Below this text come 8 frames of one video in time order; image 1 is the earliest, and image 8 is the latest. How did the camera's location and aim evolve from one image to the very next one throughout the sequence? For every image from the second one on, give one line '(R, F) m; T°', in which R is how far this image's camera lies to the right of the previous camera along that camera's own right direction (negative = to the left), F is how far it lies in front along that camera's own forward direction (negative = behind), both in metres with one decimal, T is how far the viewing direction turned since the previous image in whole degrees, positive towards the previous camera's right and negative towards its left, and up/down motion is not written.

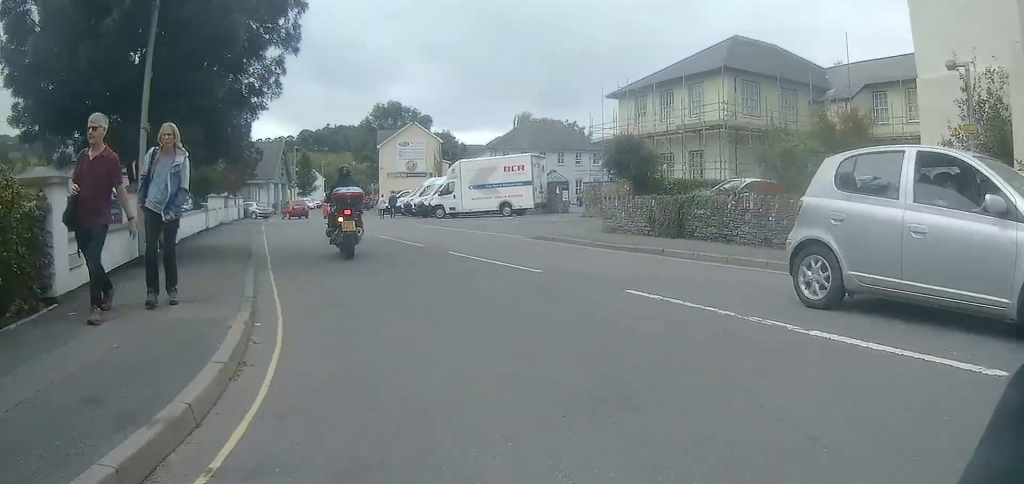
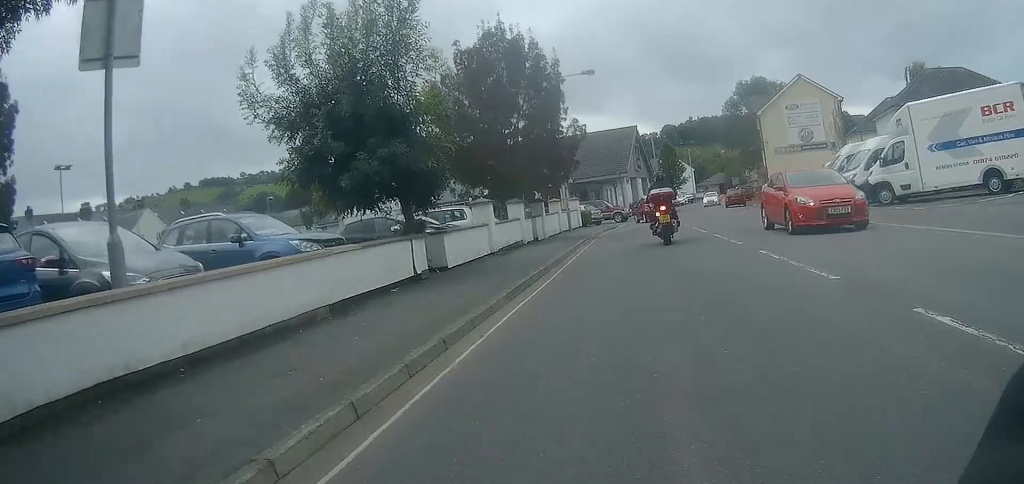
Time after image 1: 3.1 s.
(-4.4, +11.6) m; -38°
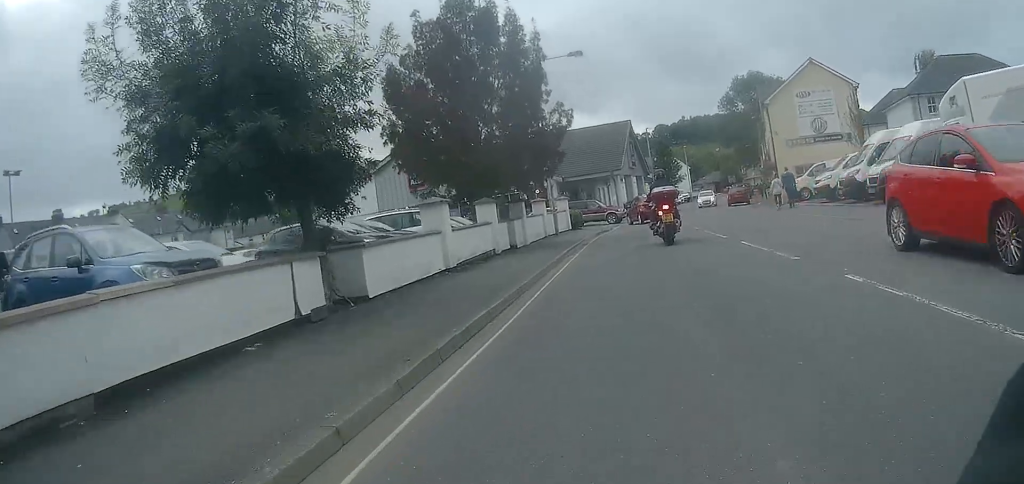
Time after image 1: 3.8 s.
(-0.3, +3.5) m; -6°
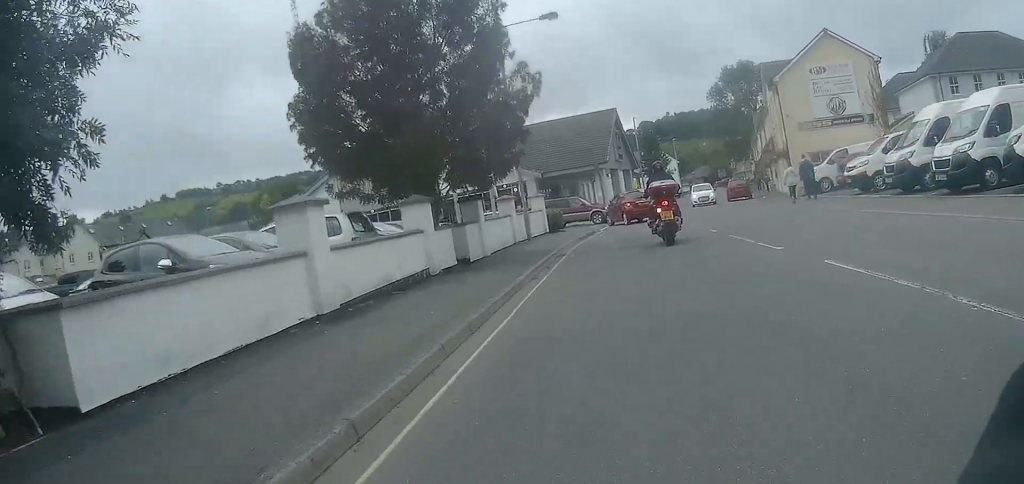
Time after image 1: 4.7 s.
(-0.2, +4.9) m; 0°
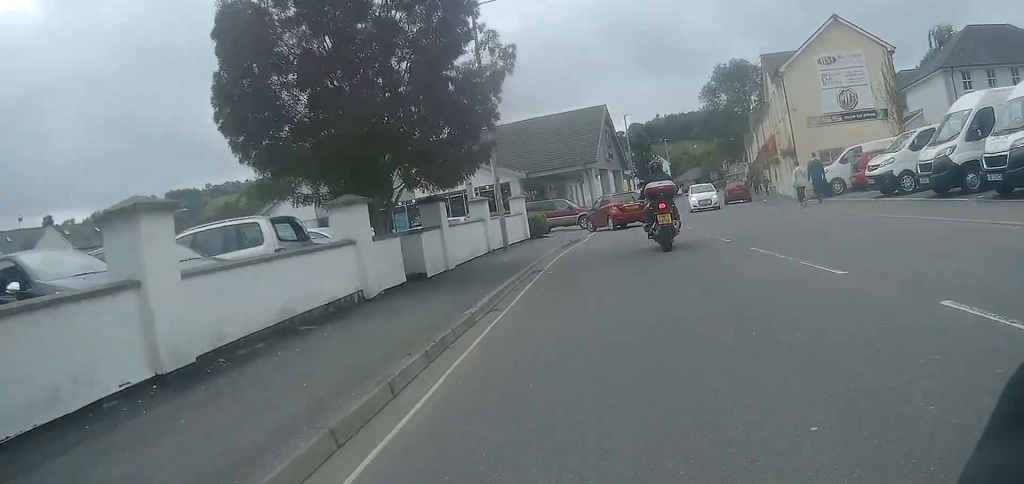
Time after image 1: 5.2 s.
(+0.1, +2.7) m; +3°
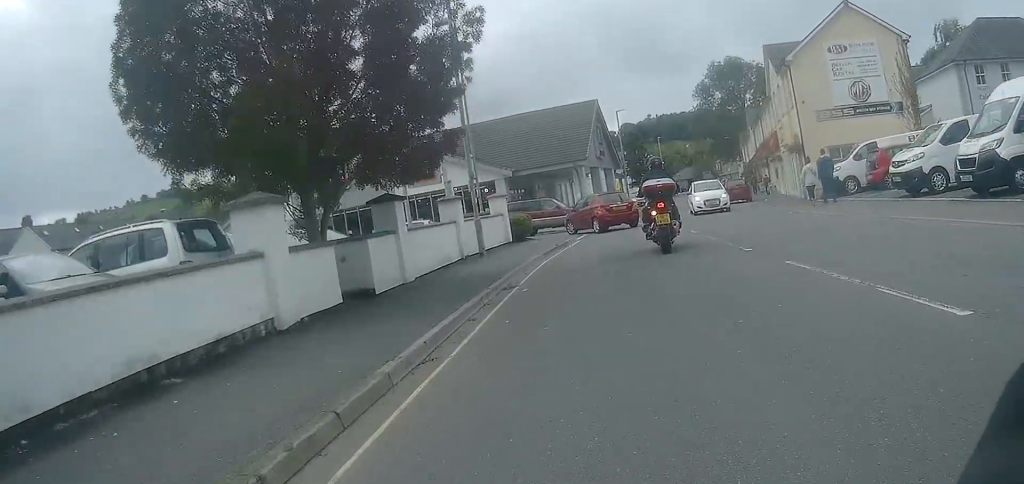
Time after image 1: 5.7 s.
(0.0, +2.4) m; +3°
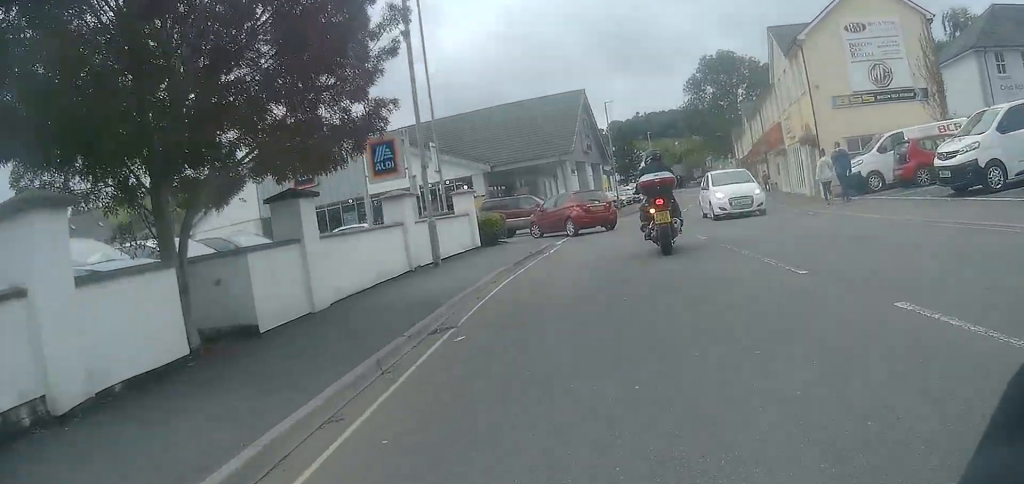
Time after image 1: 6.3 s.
(+0.2, +3.2) m; +3°
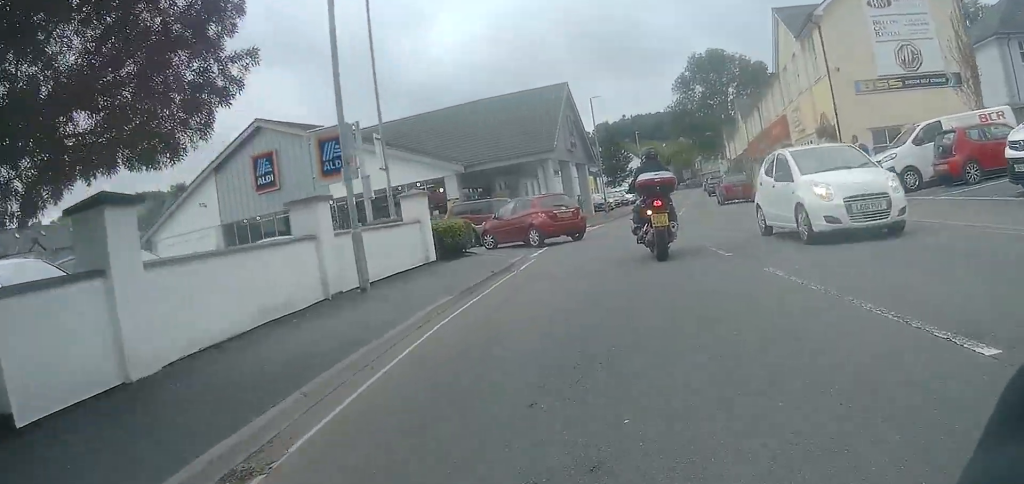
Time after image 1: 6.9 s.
(+0.1, +3.5) m; +3°
